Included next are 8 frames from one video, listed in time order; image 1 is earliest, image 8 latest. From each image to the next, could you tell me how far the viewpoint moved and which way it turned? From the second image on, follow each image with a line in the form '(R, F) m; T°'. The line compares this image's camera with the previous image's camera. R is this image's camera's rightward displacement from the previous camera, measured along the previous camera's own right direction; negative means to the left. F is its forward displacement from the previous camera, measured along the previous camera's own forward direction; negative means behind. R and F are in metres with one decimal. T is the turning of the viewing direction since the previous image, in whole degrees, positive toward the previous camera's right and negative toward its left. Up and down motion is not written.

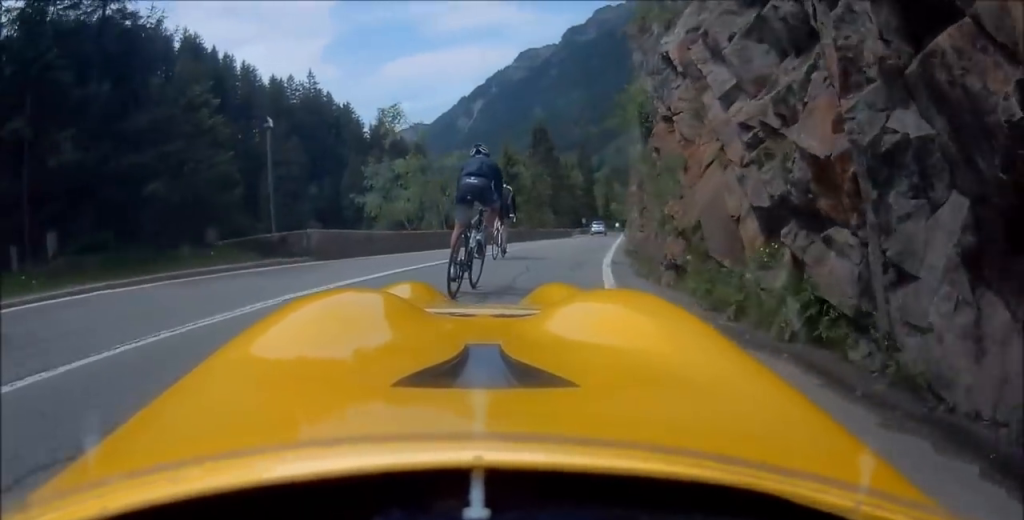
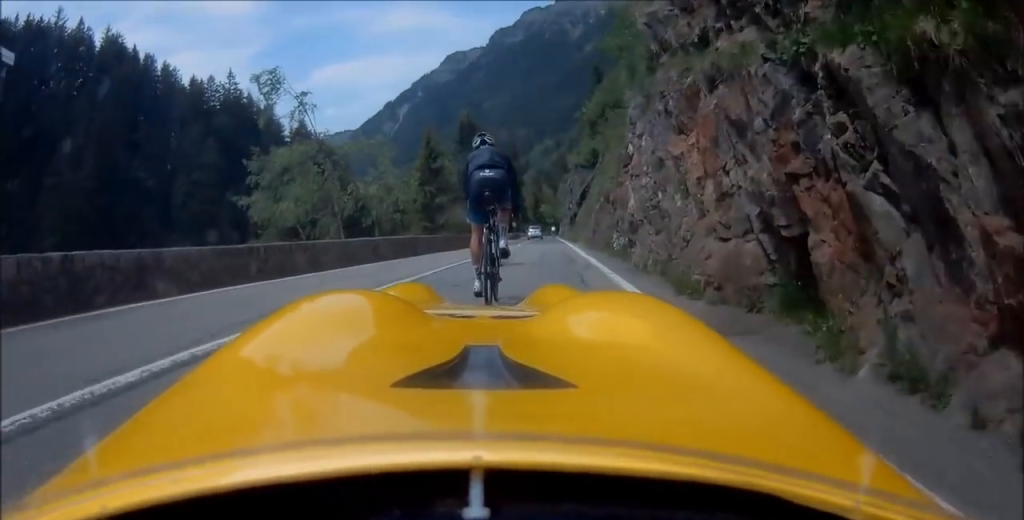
(+1.9, +6.1) m; +10°
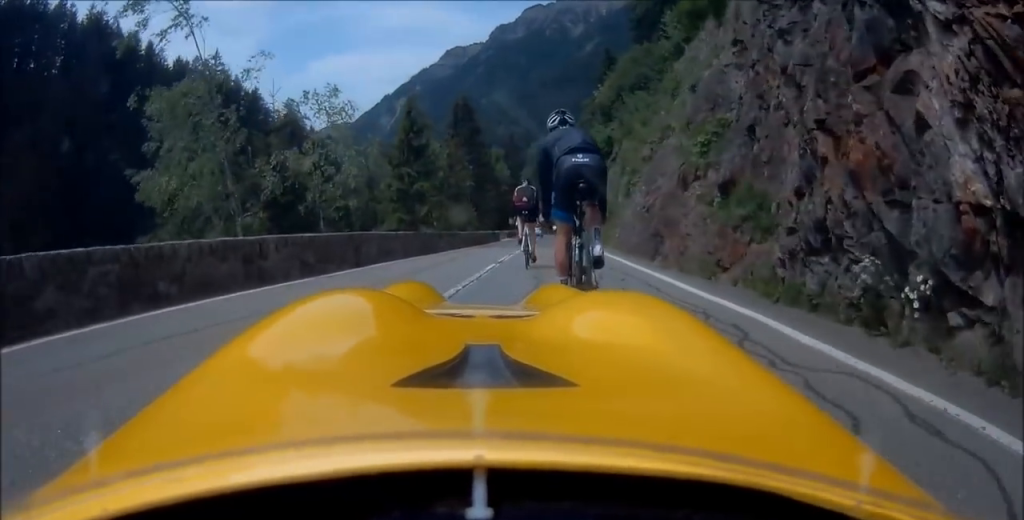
(-0.3, +7.2) m; +1°
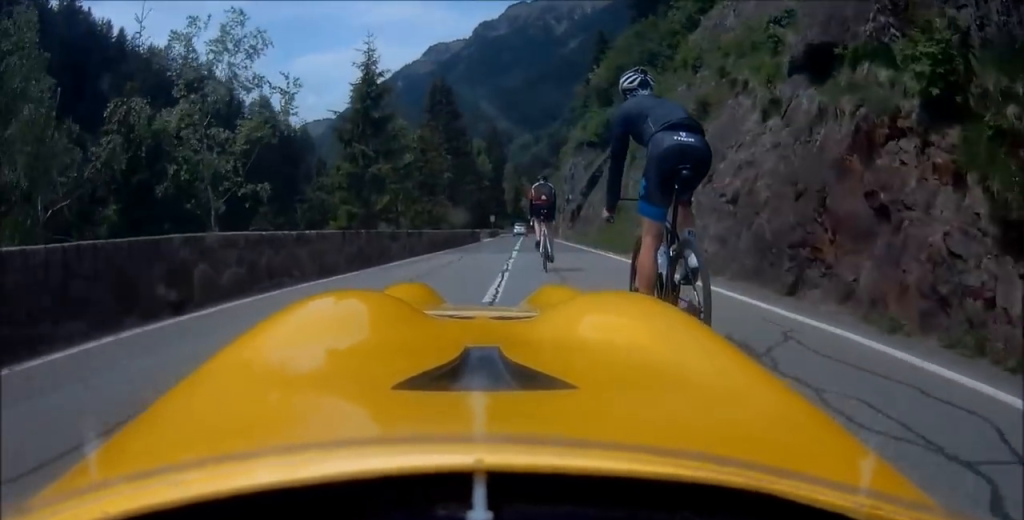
(-0.4, +6.0) m; 0°
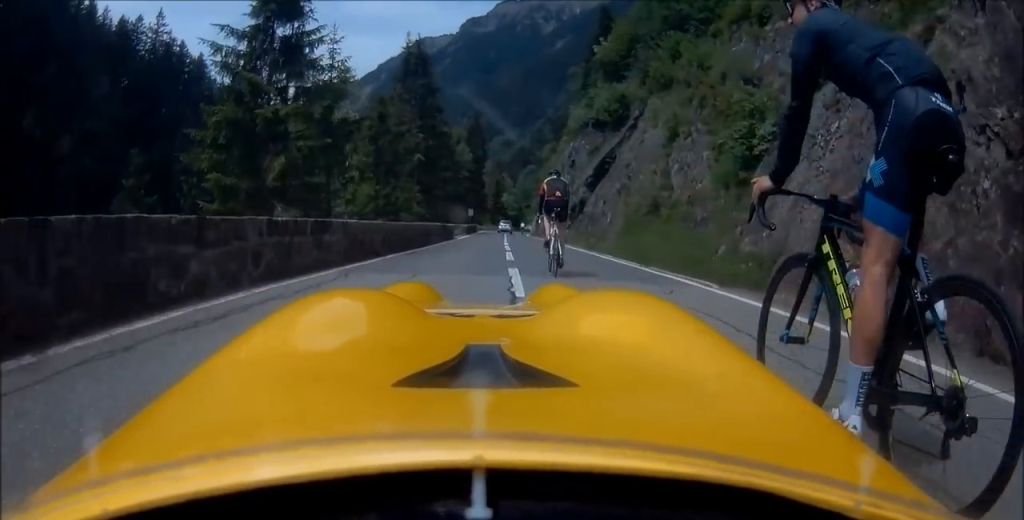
(+0.5, +8.6) m; +6°
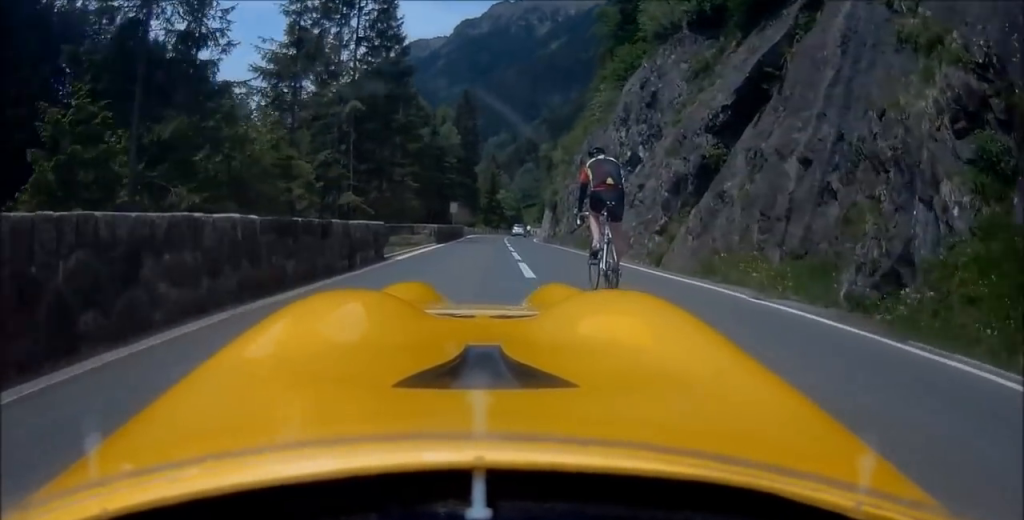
(+1.4, +19.0) m; +6°
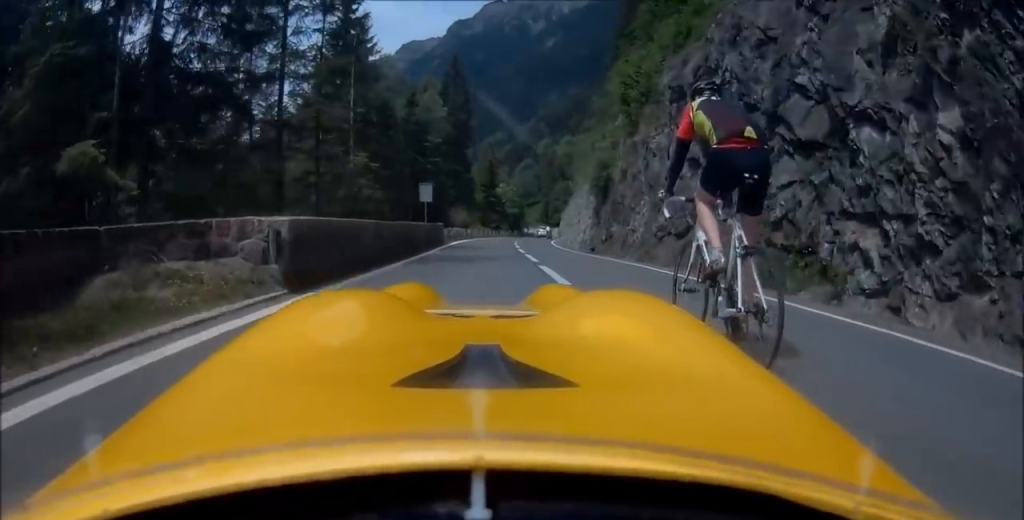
(+0.1, +17.3) m; +2°
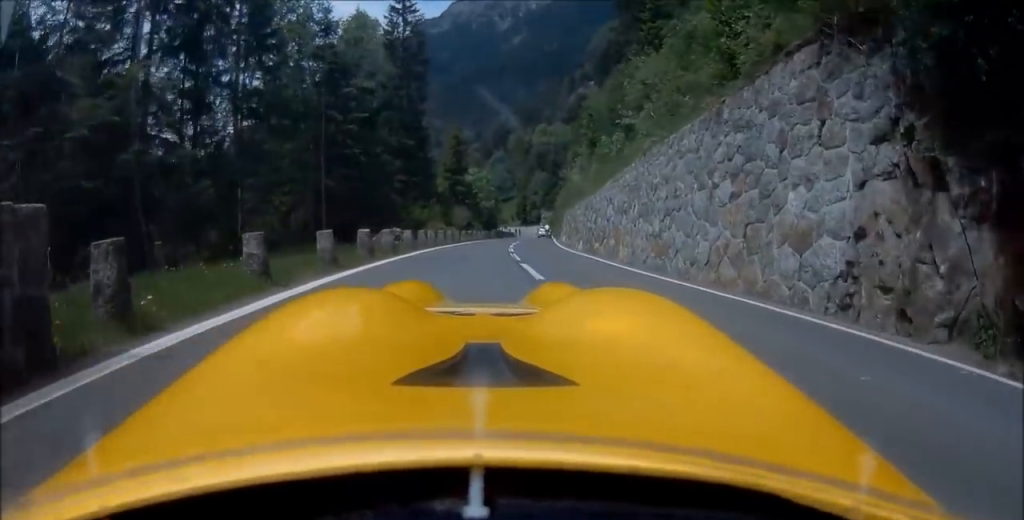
(+0.8, +21.3) m; +5°
